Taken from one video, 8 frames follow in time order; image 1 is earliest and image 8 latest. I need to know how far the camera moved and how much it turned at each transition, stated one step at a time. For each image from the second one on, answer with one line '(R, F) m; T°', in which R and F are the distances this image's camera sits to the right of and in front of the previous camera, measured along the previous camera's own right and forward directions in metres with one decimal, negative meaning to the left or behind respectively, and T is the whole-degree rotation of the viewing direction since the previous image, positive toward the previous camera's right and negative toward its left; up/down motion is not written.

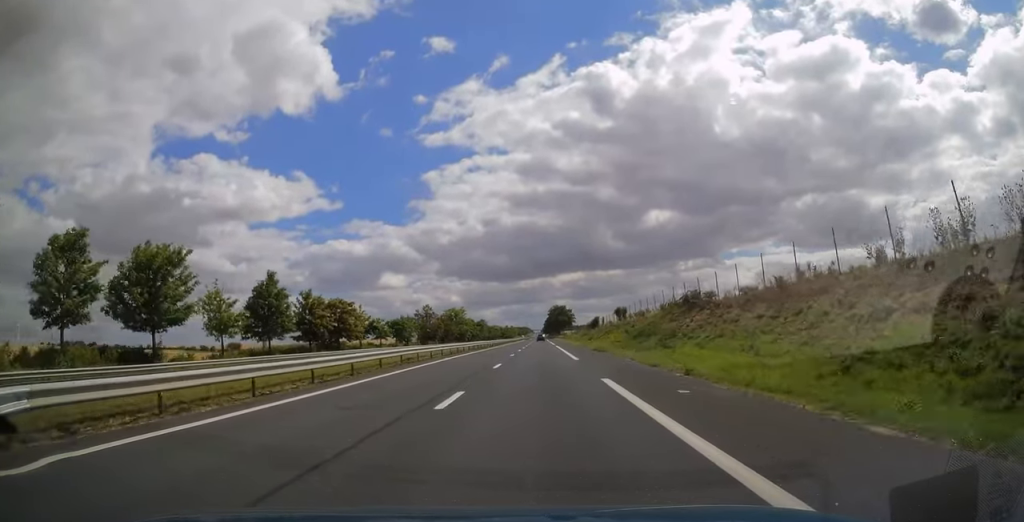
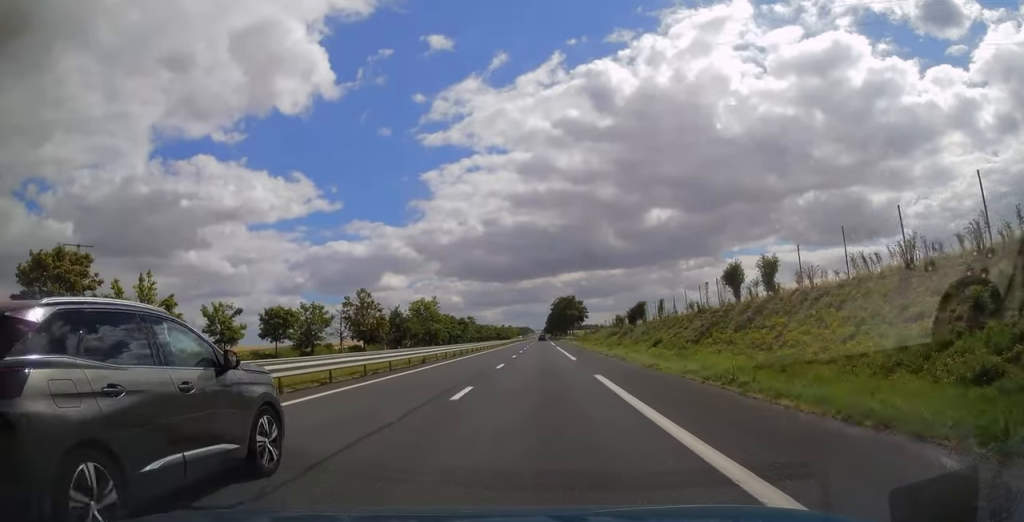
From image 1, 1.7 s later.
(0.0, +50.4) m; 0°
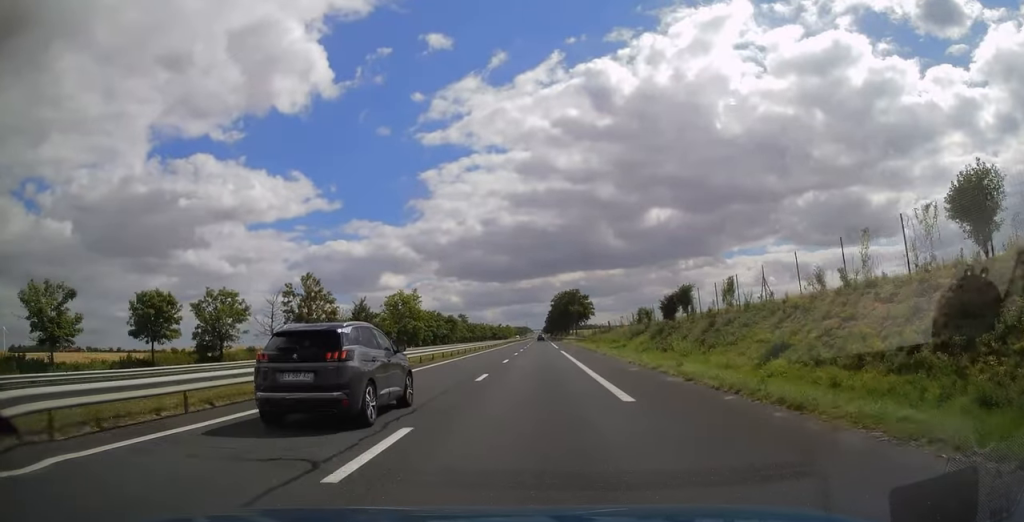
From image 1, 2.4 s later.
(0.0, +20.6) m; 0°
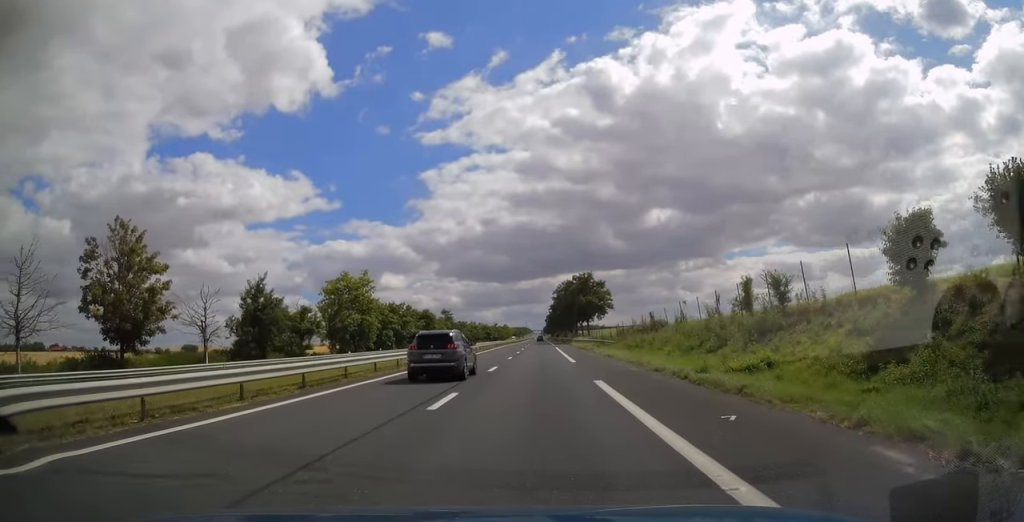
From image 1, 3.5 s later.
(0.0, +33.4) m; 0°
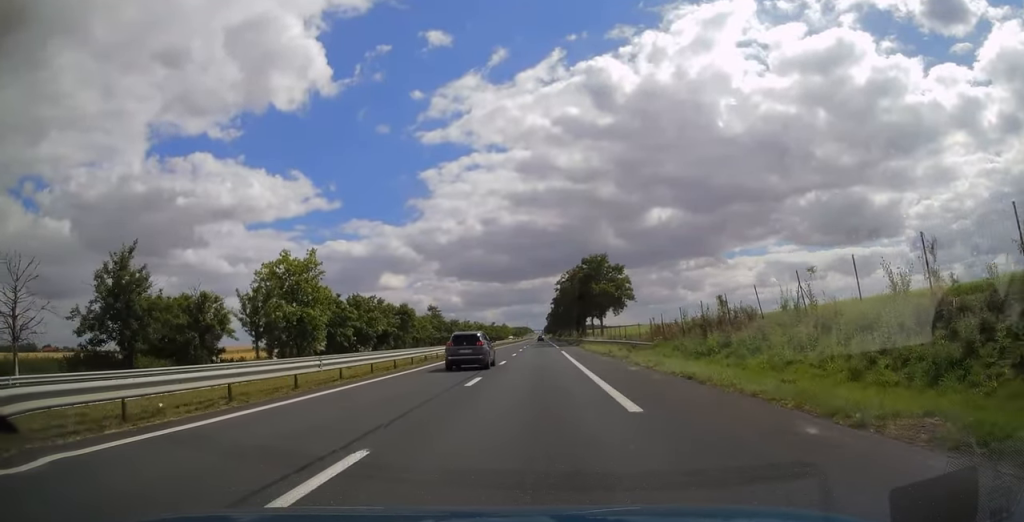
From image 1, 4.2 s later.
(-0.1, +20.7) m; 0°
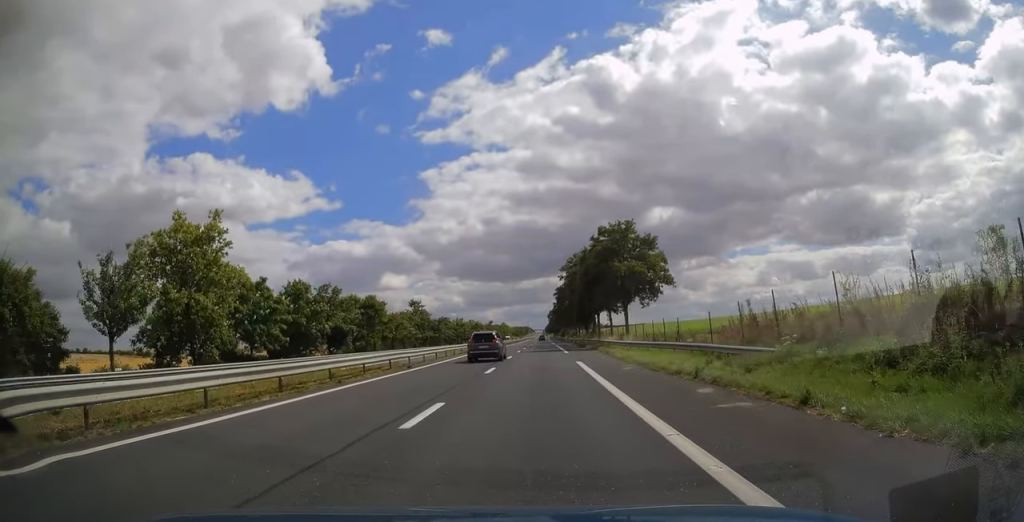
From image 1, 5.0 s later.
(0.0, +21.1) m; 0°
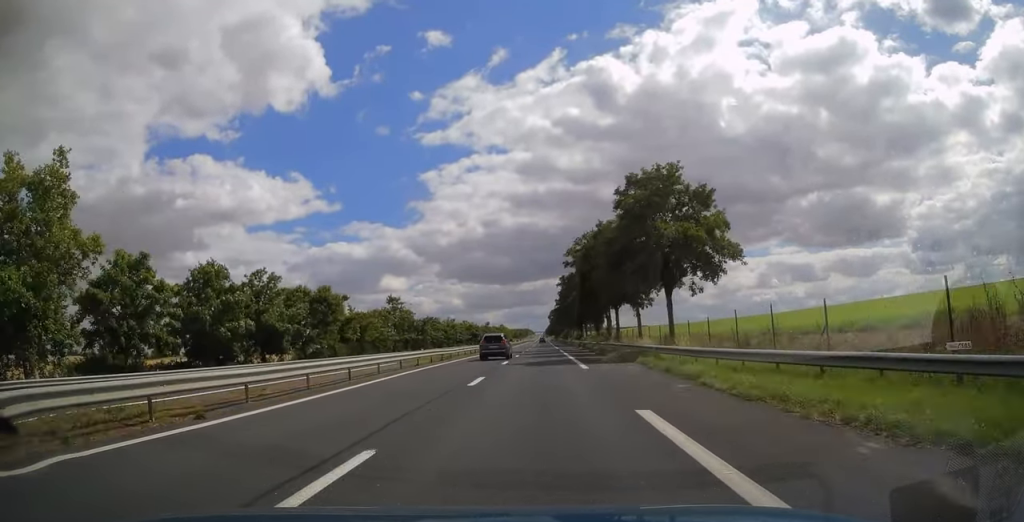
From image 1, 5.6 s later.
(0.0, +18.2) m; 0°
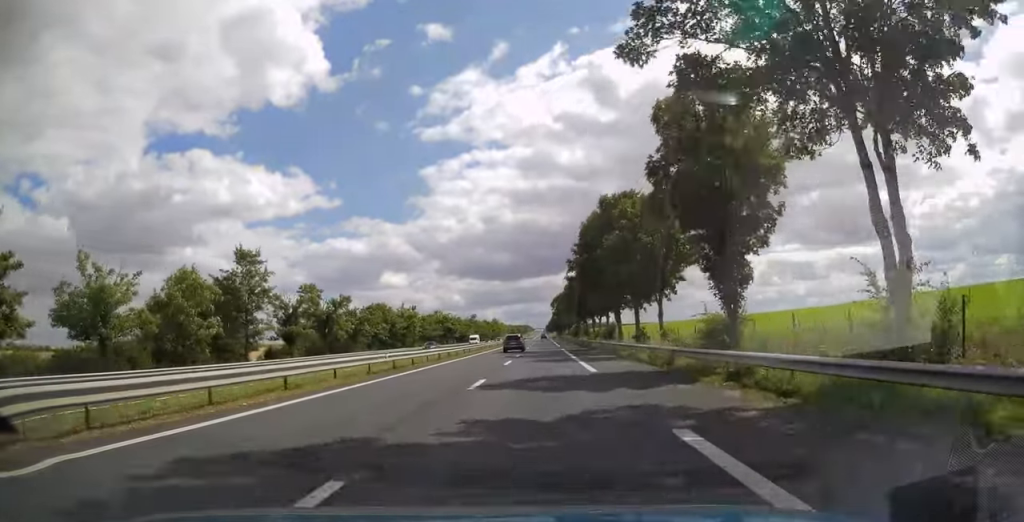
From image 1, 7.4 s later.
(-0.1, +54.1) m; 0°
